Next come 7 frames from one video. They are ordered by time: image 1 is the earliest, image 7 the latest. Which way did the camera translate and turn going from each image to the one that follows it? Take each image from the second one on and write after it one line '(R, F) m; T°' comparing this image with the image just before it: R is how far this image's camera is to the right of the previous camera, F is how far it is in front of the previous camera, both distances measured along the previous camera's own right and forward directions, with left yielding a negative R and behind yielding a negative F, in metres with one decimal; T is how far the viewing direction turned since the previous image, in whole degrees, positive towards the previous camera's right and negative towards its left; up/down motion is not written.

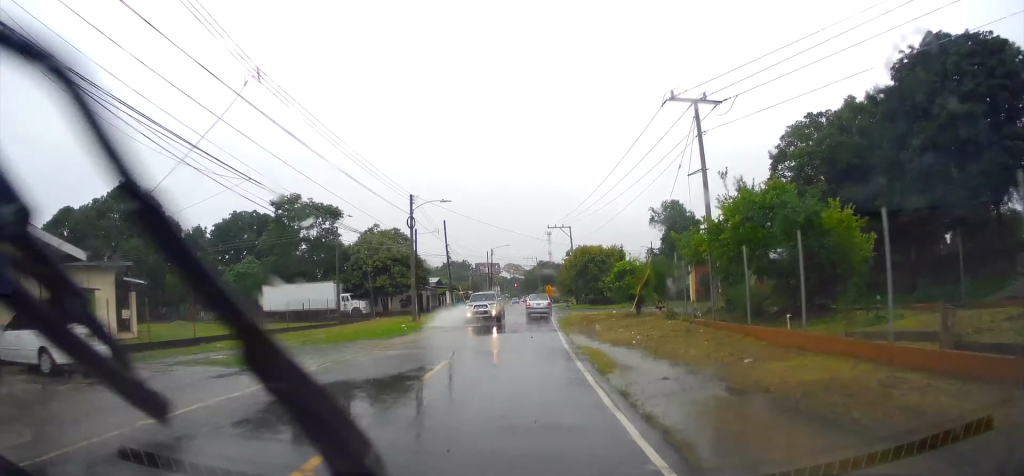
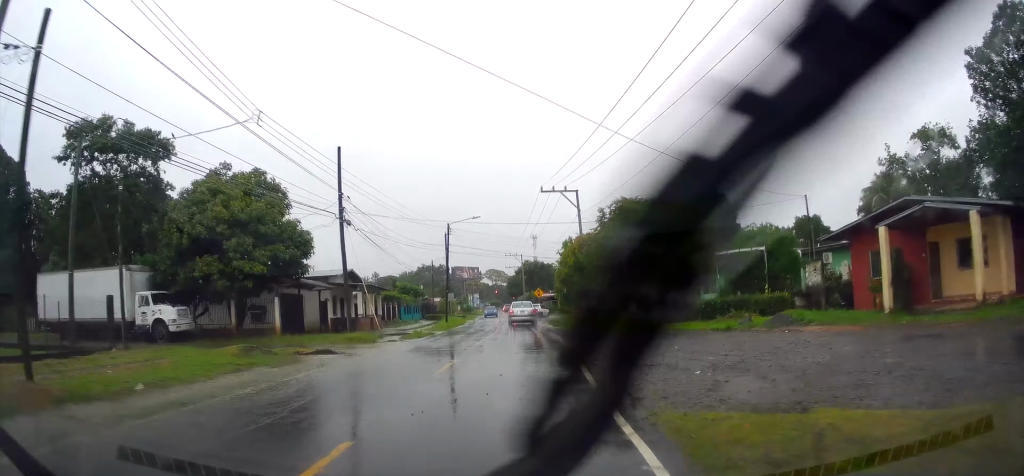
(+0.6, +30.9) m; +2°
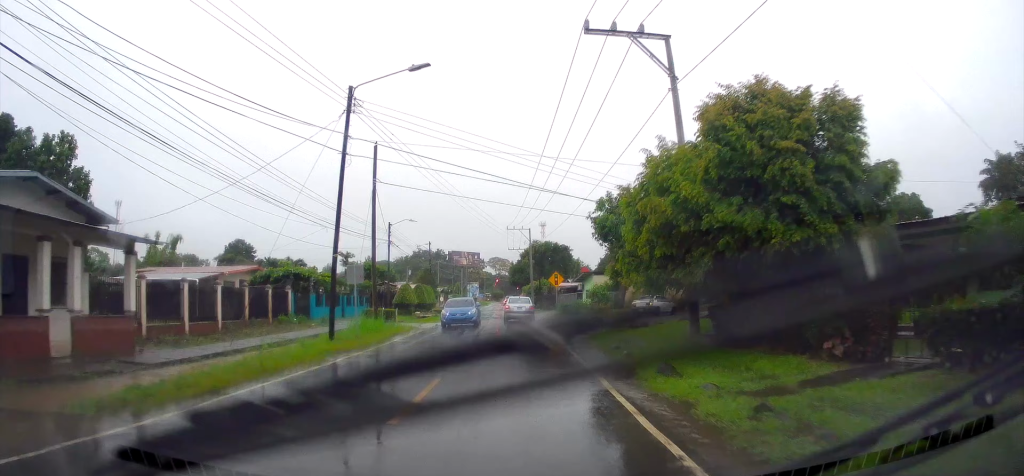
(+0.3, +29.7) m; 0°
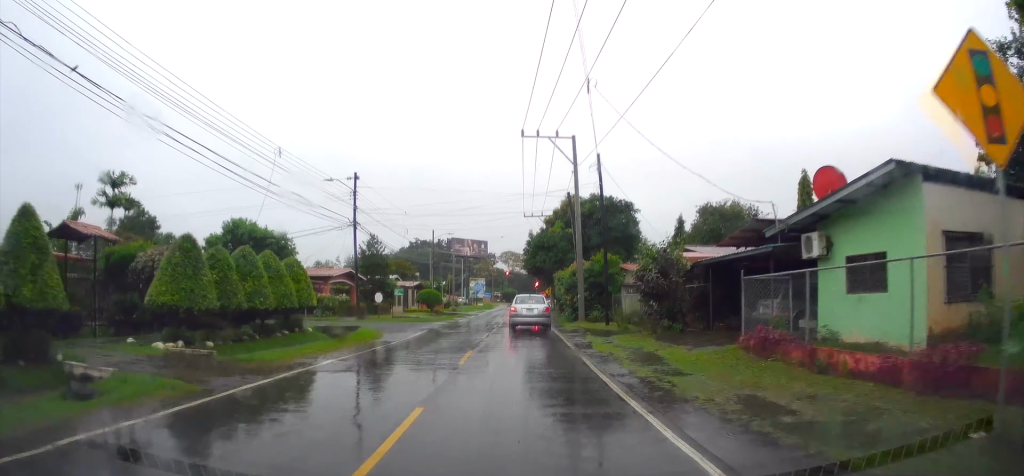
(-1.9, +42.5) m; -4°
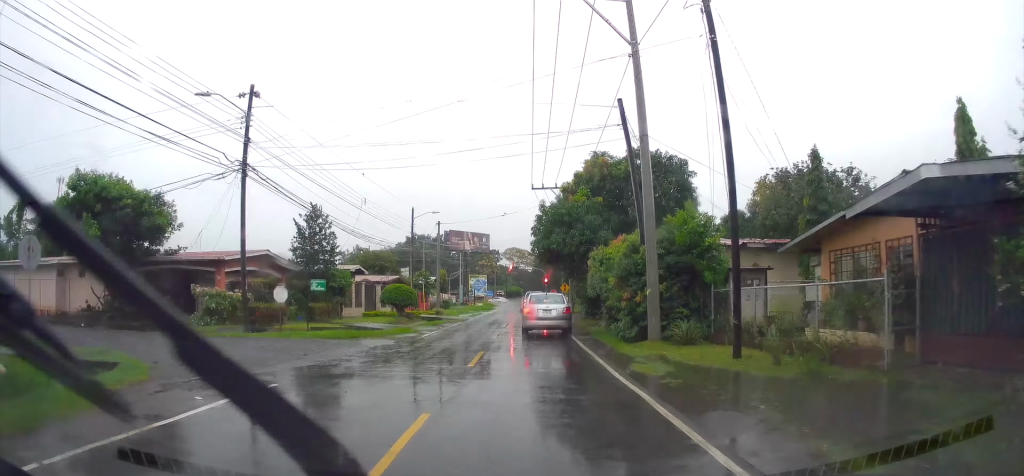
(+0.3, +17.6) m; +3°
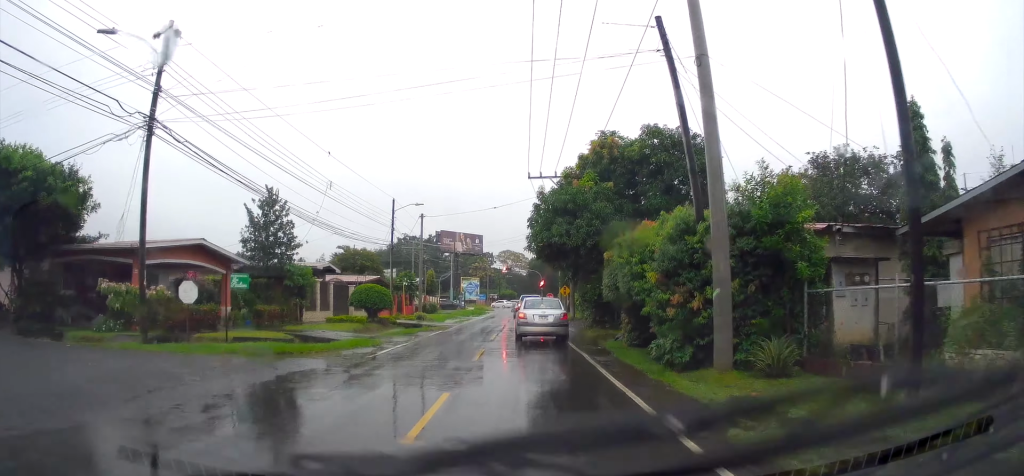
(+0.3, +9.3) m; +1°
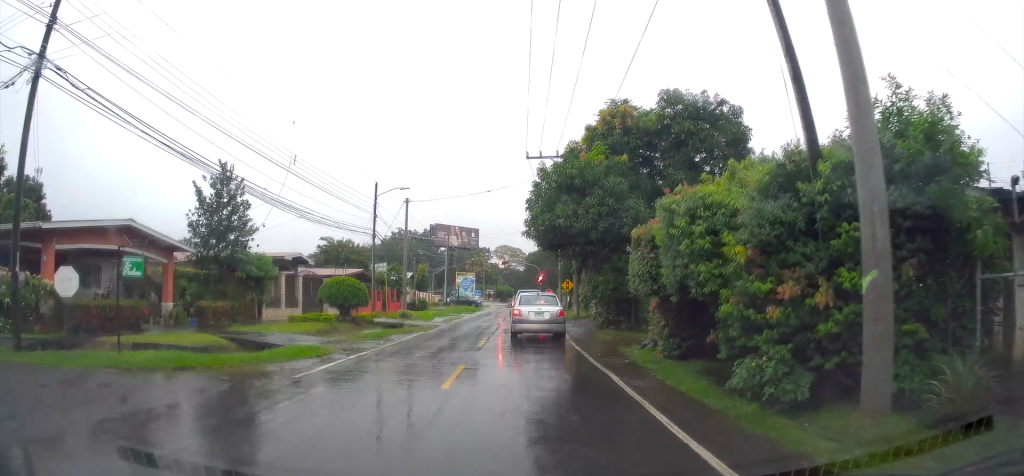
(+0.1, +7.9) m; +1°
